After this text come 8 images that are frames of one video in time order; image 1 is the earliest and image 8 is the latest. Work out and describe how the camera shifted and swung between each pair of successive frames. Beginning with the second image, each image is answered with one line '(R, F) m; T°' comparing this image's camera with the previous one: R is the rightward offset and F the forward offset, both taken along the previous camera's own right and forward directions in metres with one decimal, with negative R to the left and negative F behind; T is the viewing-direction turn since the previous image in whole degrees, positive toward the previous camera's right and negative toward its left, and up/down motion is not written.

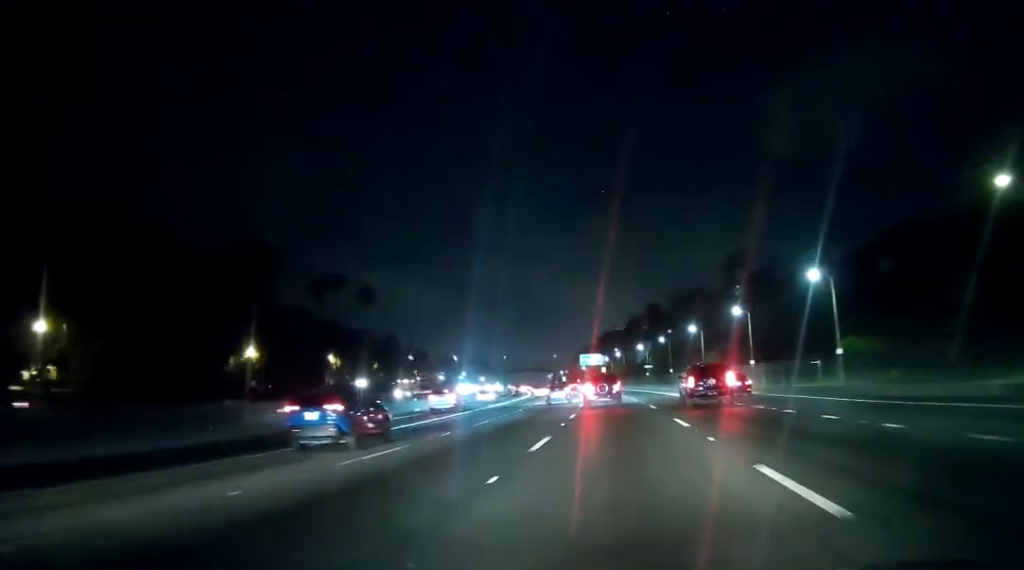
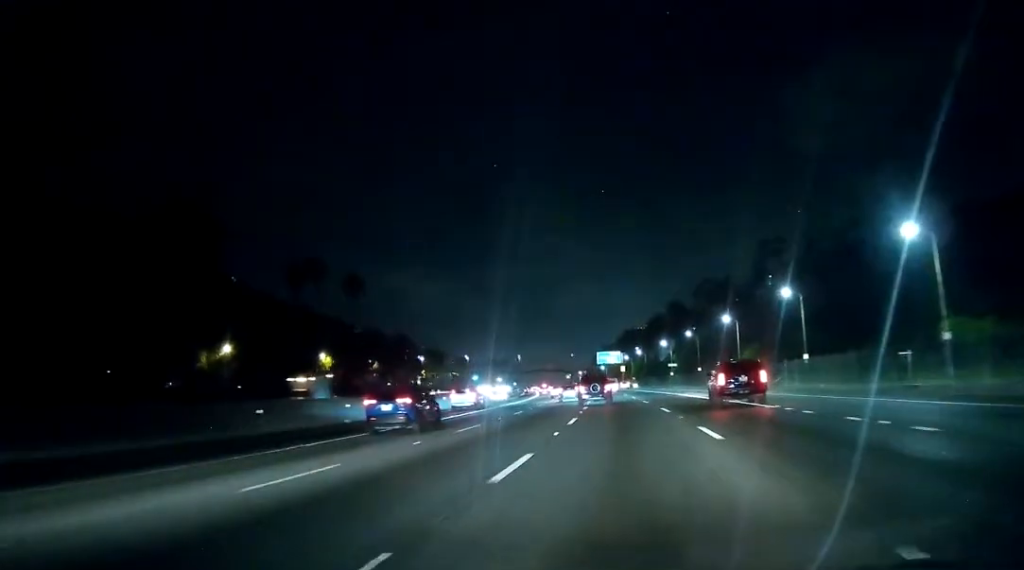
(+0.2, +19.9) m; -1°
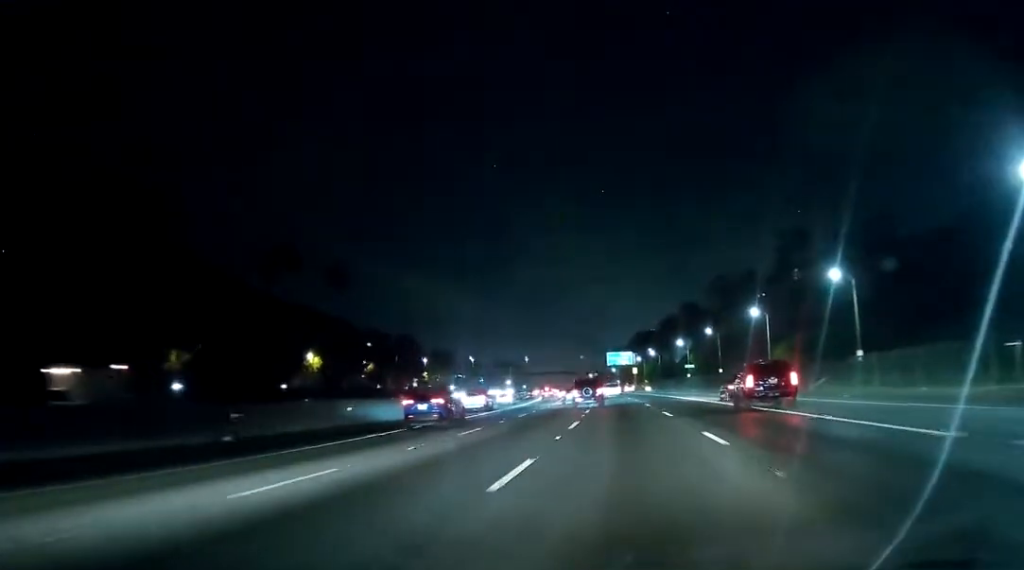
(-0.3, +15.4) m; -2°
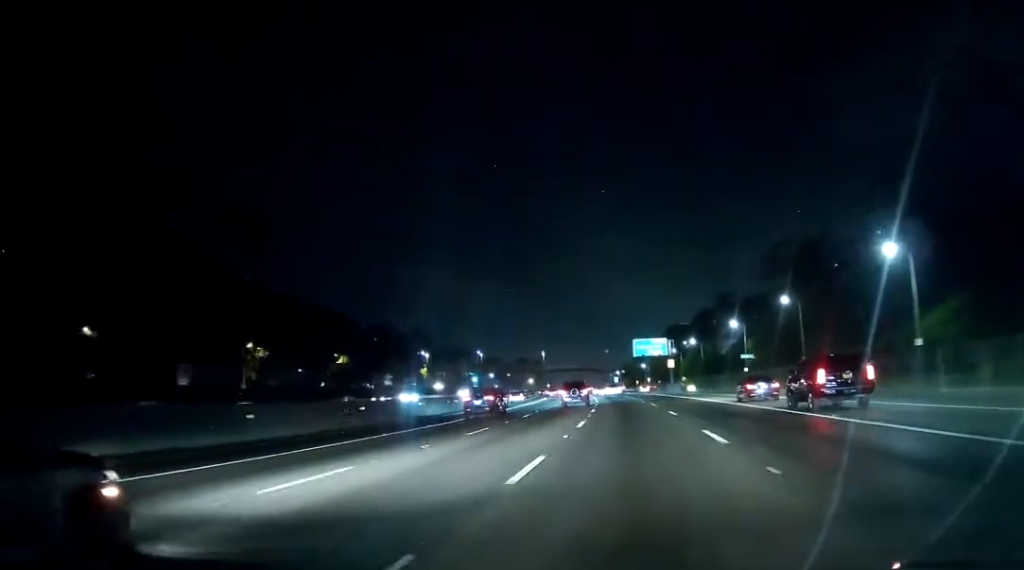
(-0.1, +43.2) m; -1°
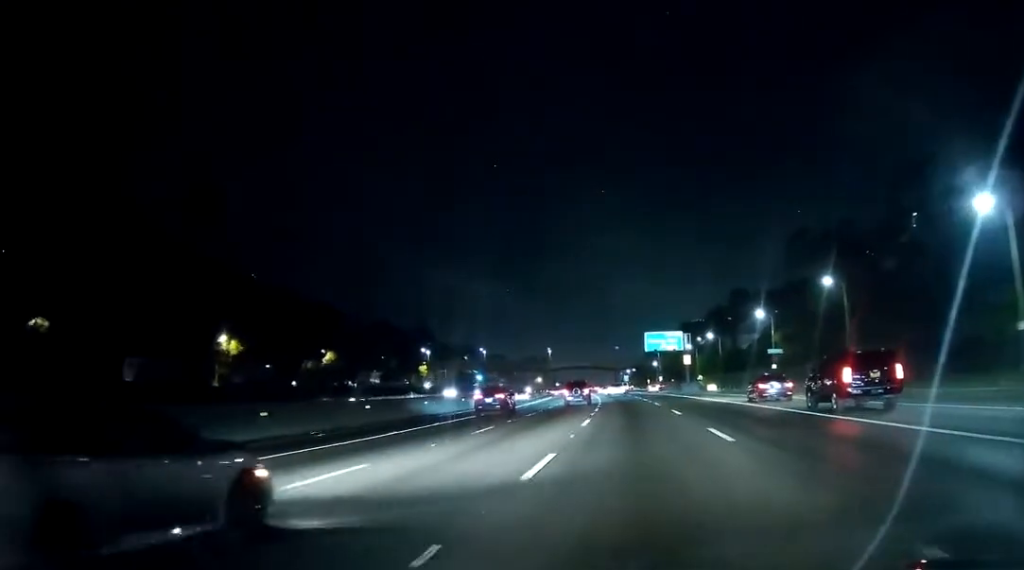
(-0.6, +13.8) m; -1°
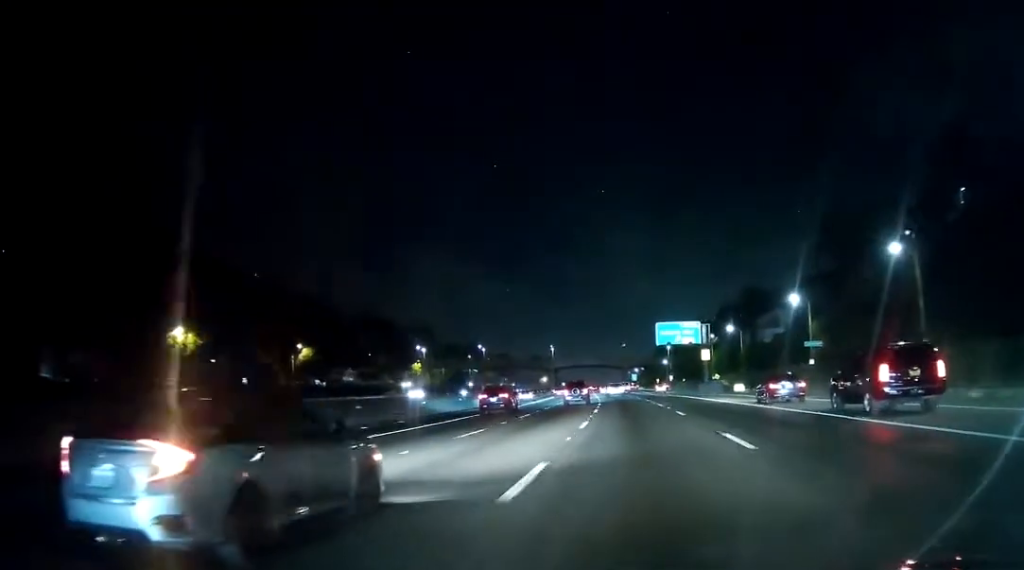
(+0.2, +17.2) m; -1°
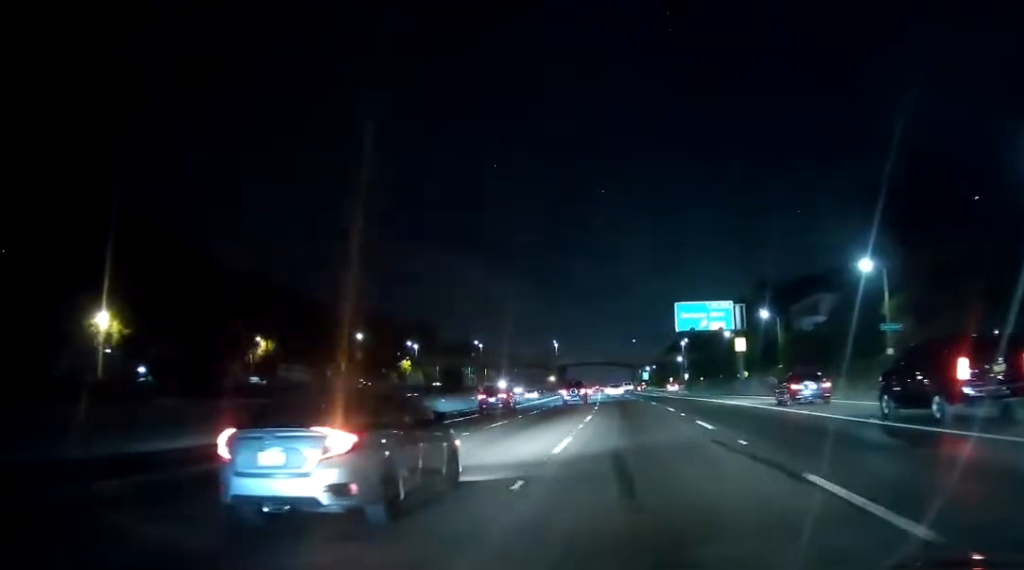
(-0.3, +23.0) m; -2°
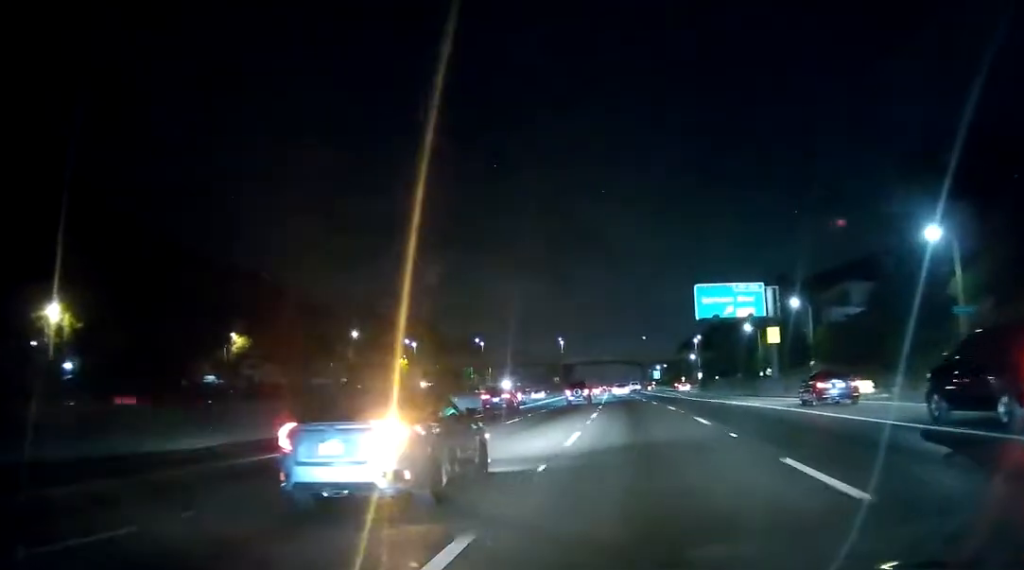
(-0.3, +13.3) m; -1°
